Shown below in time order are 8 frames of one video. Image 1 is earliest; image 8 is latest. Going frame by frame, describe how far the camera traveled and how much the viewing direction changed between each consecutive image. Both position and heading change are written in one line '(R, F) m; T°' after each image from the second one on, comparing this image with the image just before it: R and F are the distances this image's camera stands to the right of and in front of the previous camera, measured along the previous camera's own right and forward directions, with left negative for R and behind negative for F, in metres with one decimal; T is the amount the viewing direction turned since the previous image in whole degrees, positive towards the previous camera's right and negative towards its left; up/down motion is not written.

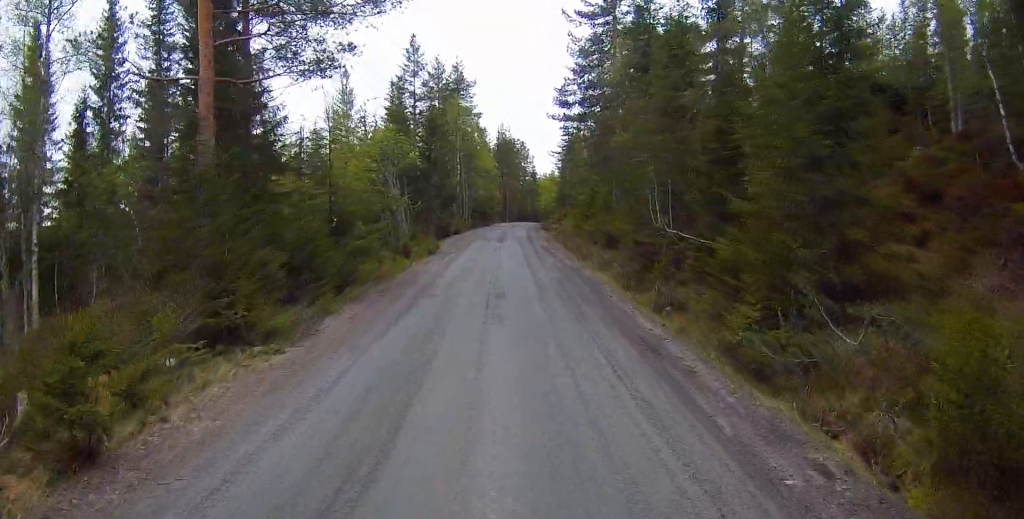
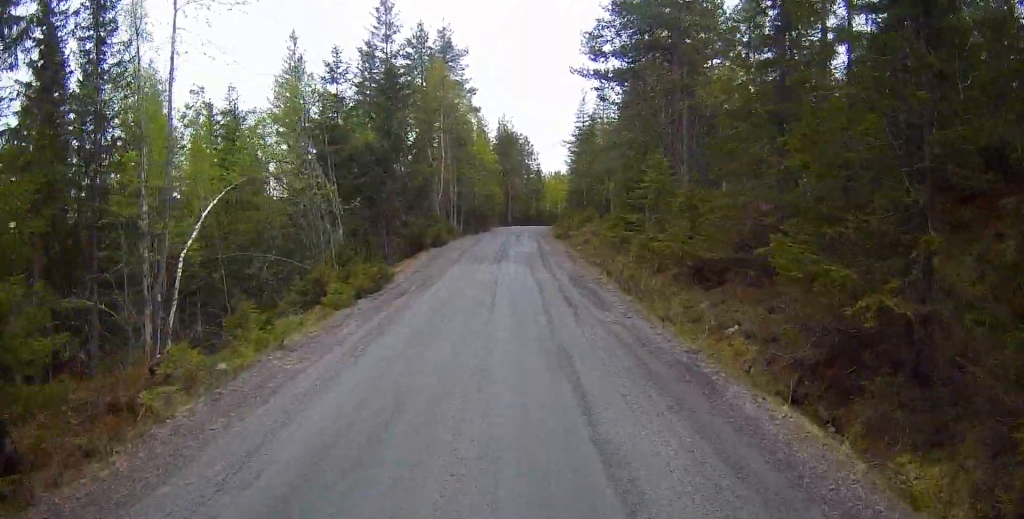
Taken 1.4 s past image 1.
(+0.1, +14.2) m; 0°
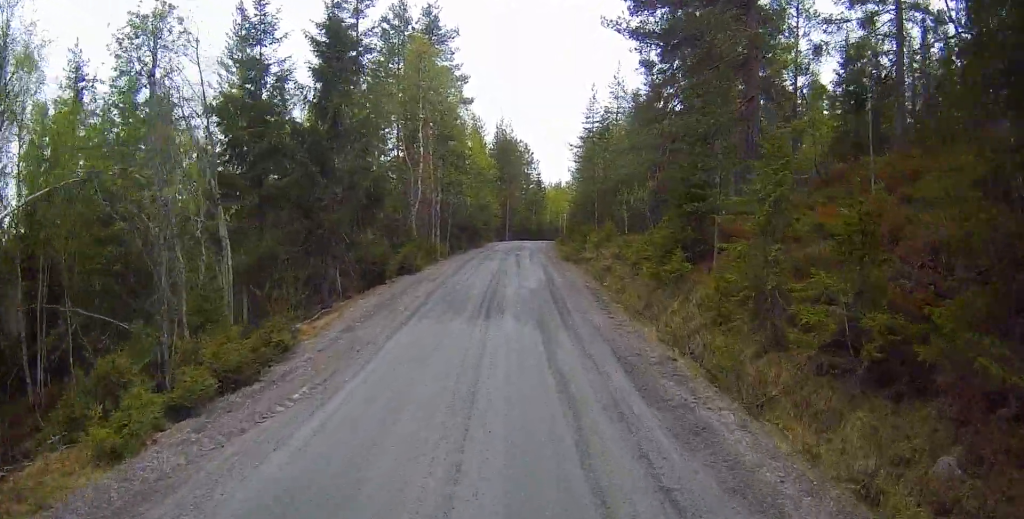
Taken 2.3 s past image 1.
(0.0, +8.9) m; 0°
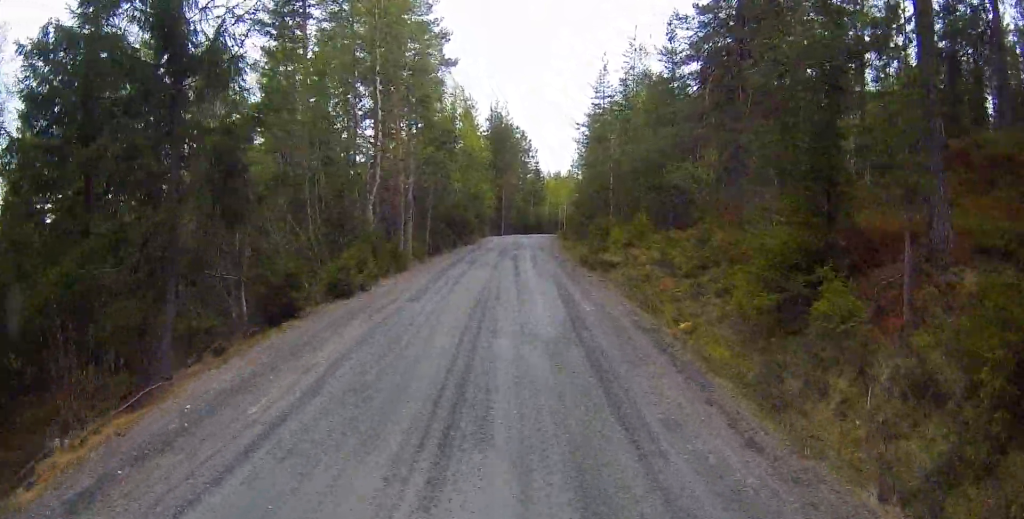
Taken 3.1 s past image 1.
(+0.1, +8.4) m; 0°
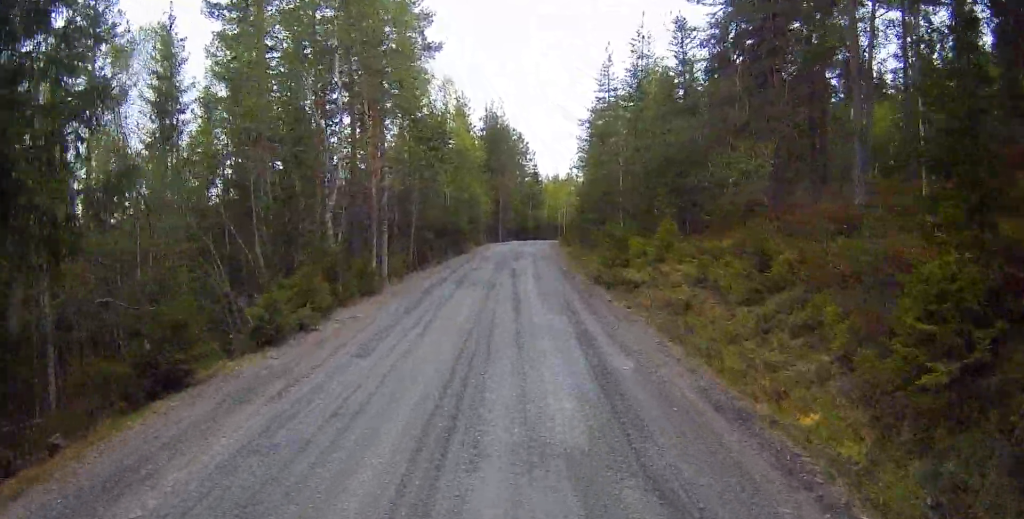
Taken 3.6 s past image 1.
(0.0, +4.5) m; 0°
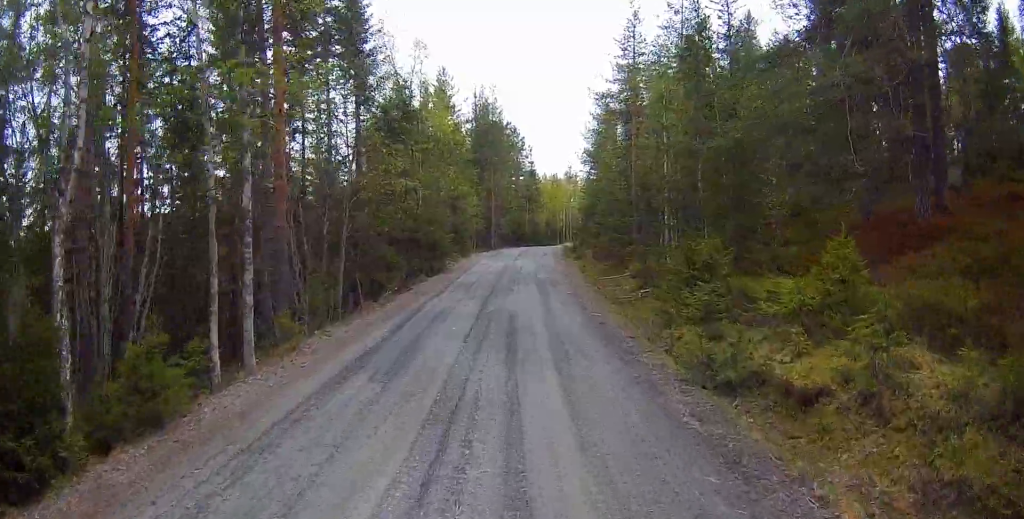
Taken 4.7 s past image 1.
(0.0, +10.8) m; 0°
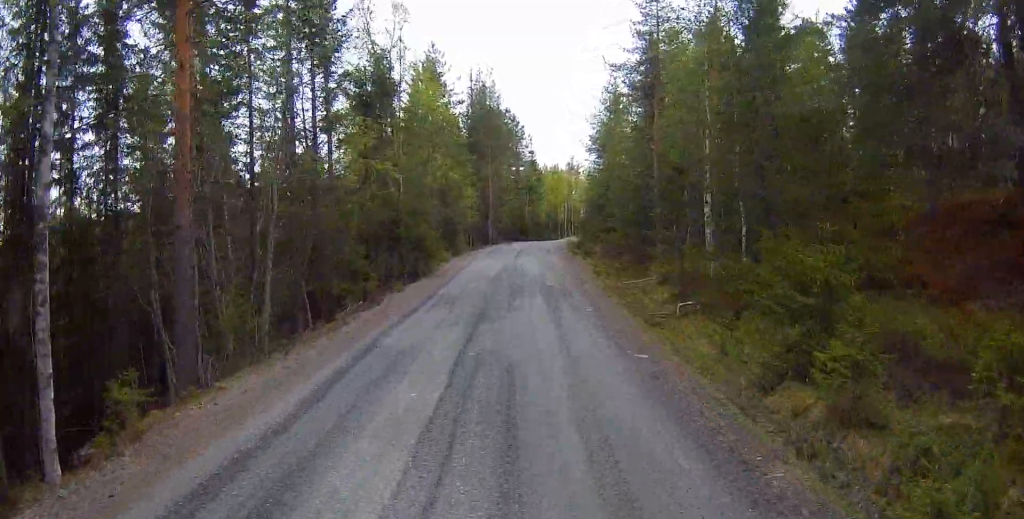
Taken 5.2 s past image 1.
(0.0, +5.1) m; 0°
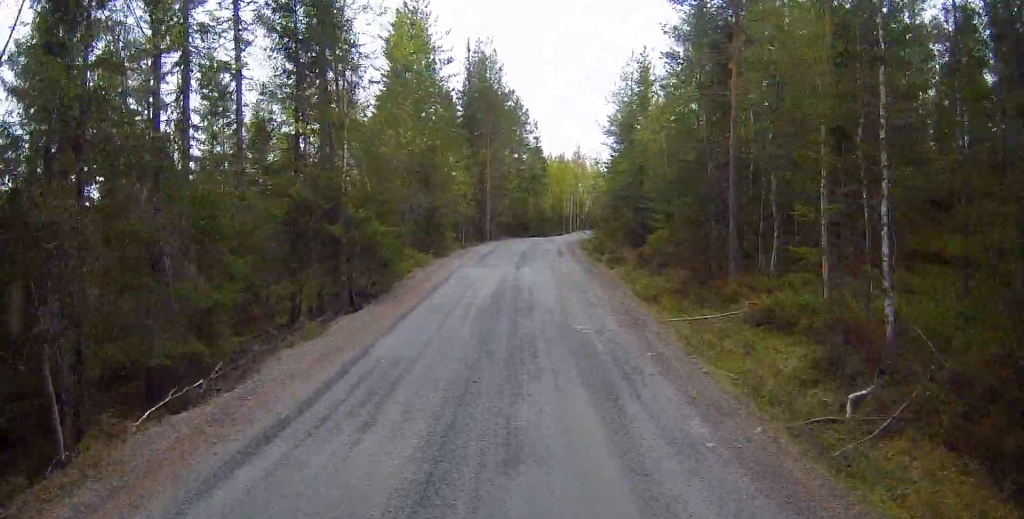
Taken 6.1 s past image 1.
(+0.1, +8.9) m; +1°
